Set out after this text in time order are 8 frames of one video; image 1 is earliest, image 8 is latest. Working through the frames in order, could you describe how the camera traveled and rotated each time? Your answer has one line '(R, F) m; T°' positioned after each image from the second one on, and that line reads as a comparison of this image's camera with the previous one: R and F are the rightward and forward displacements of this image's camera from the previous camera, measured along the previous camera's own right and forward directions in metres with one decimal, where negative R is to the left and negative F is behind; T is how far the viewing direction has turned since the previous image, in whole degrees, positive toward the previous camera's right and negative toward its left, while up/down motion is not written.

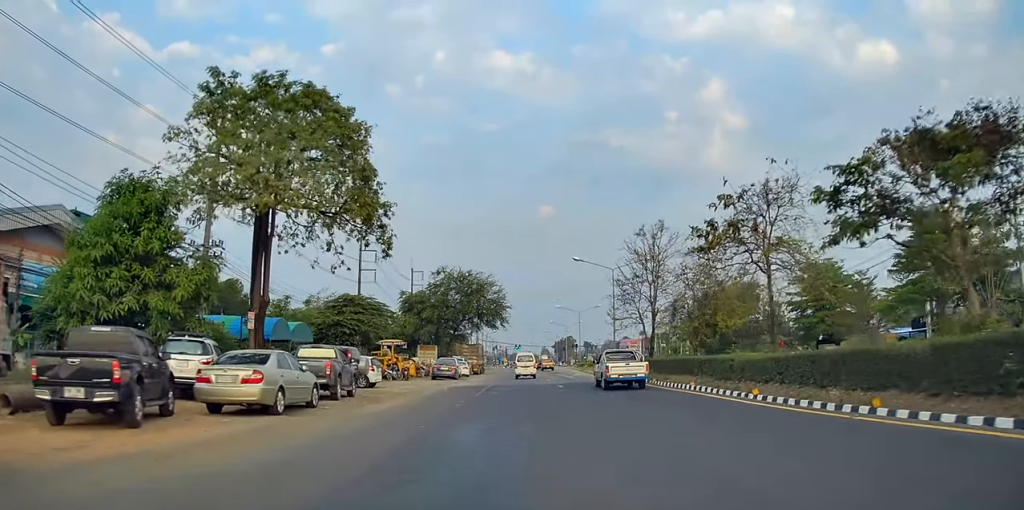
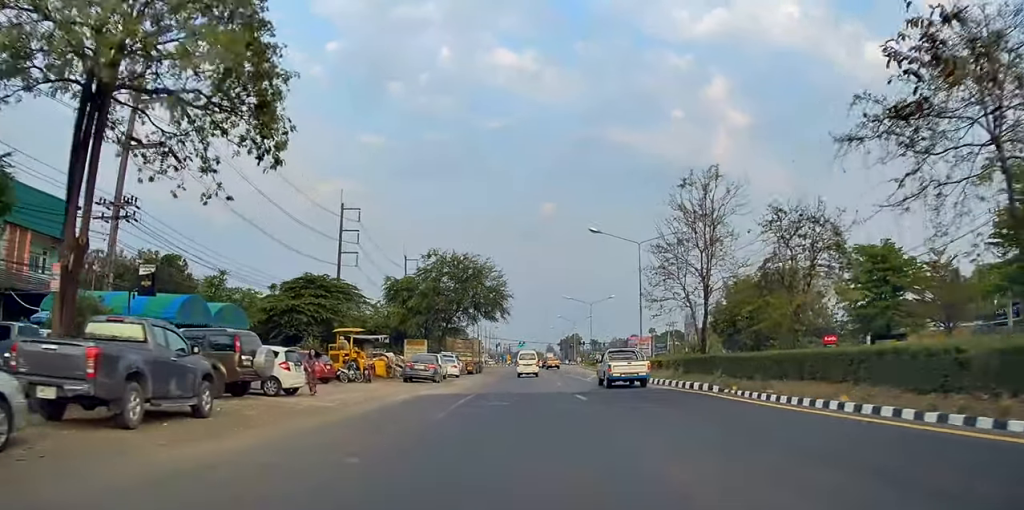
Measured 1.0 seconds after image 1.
(+0.3, +10.9) m; +1°
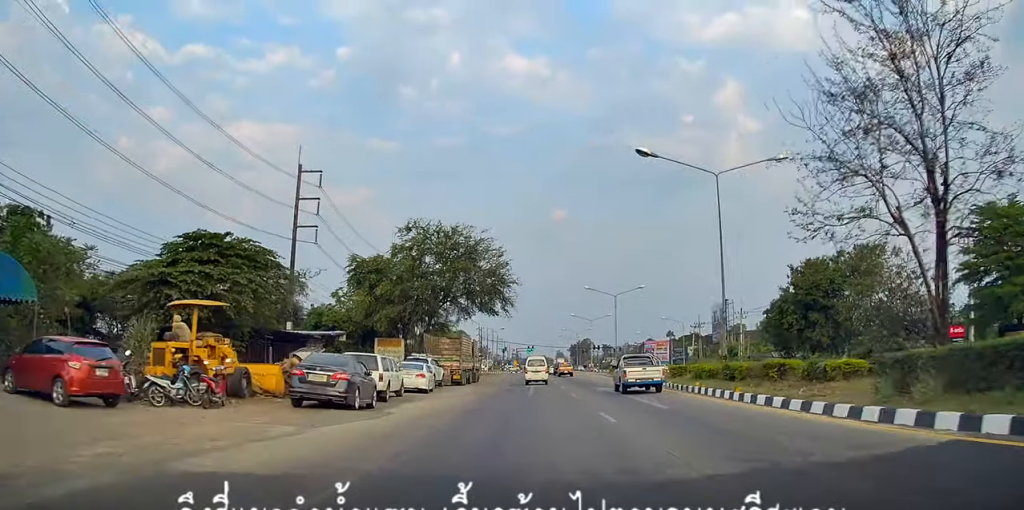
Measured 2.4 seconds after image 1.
(-0.2, +16.3) m; -2°
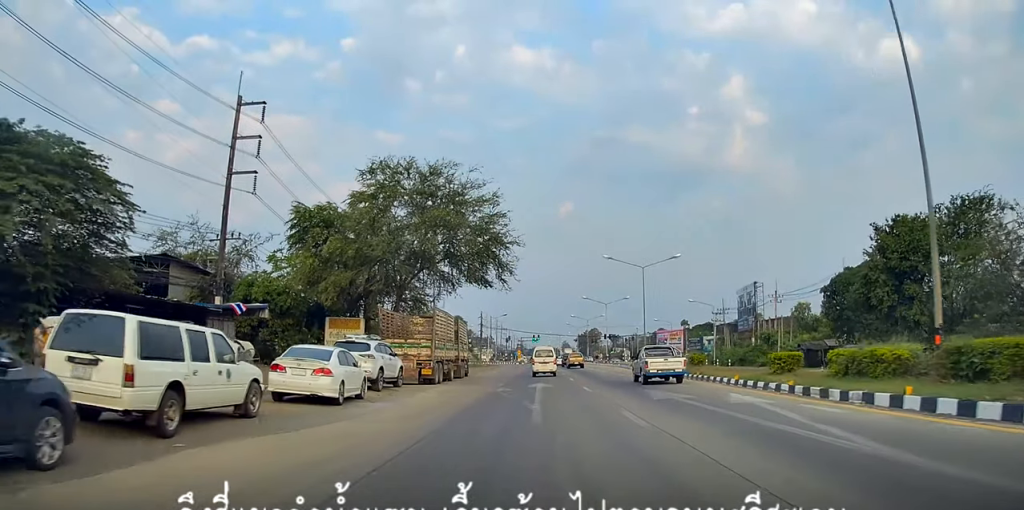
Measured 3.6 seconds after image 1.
(-0.1, +14.2) m; 0°
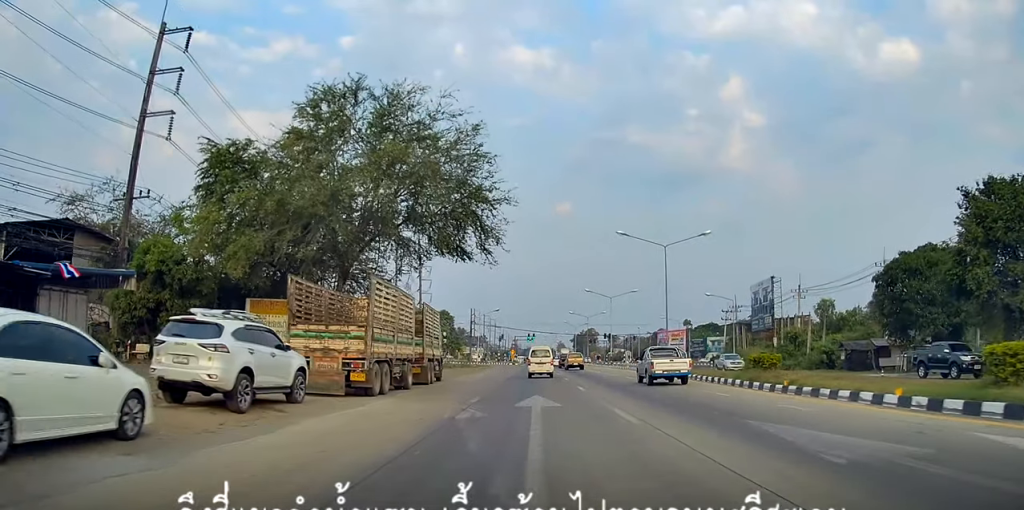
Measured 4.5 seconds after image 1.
(0.0, +11.0) m; 0°
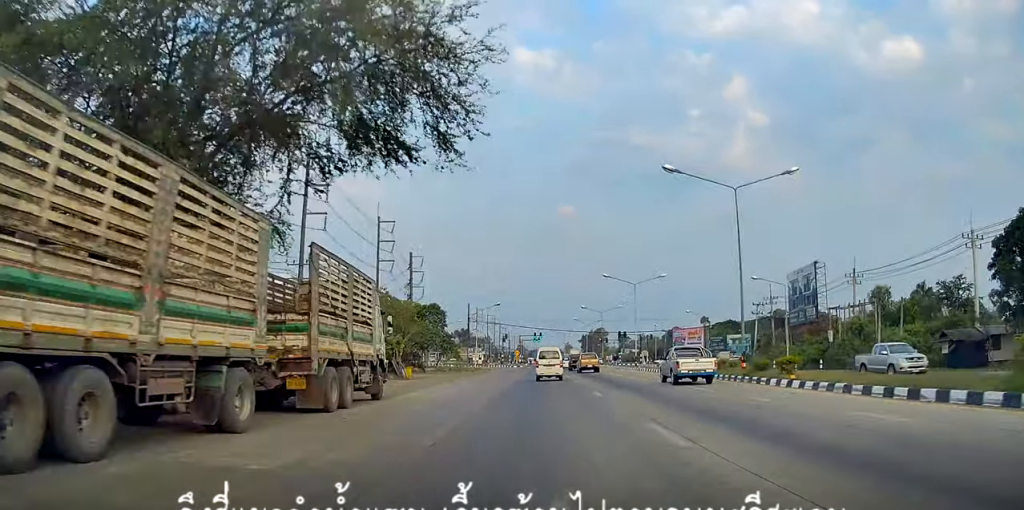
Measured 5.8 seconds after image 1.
(0.0, +15.4) m; +2°
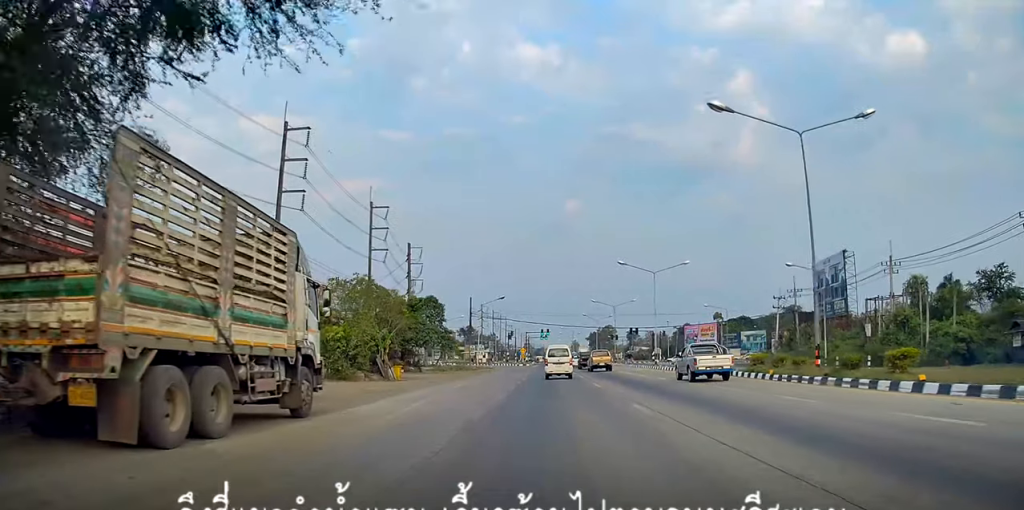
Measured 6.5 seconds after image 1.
(0.0, +7.4) m; +2°
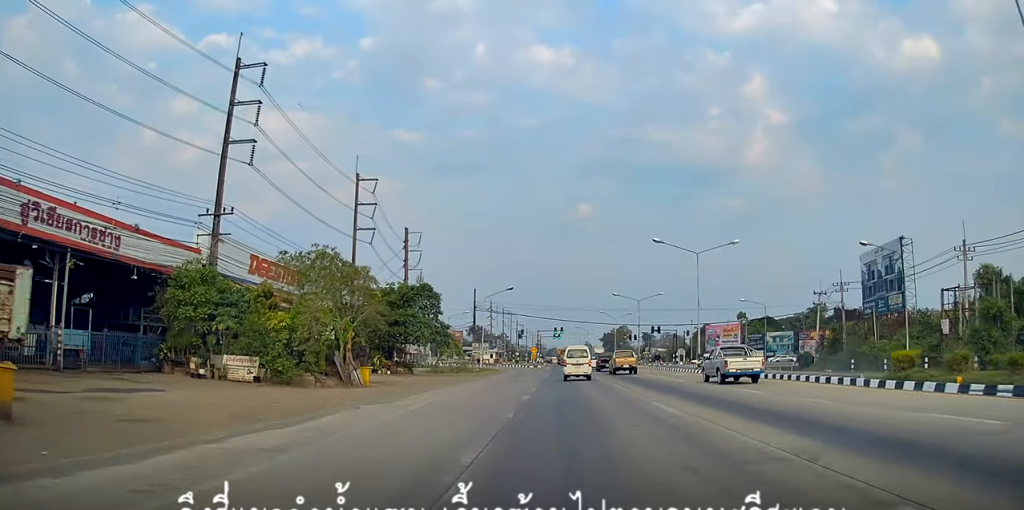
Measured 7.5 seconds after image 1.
(+0.4, +11.7) m; -1°
